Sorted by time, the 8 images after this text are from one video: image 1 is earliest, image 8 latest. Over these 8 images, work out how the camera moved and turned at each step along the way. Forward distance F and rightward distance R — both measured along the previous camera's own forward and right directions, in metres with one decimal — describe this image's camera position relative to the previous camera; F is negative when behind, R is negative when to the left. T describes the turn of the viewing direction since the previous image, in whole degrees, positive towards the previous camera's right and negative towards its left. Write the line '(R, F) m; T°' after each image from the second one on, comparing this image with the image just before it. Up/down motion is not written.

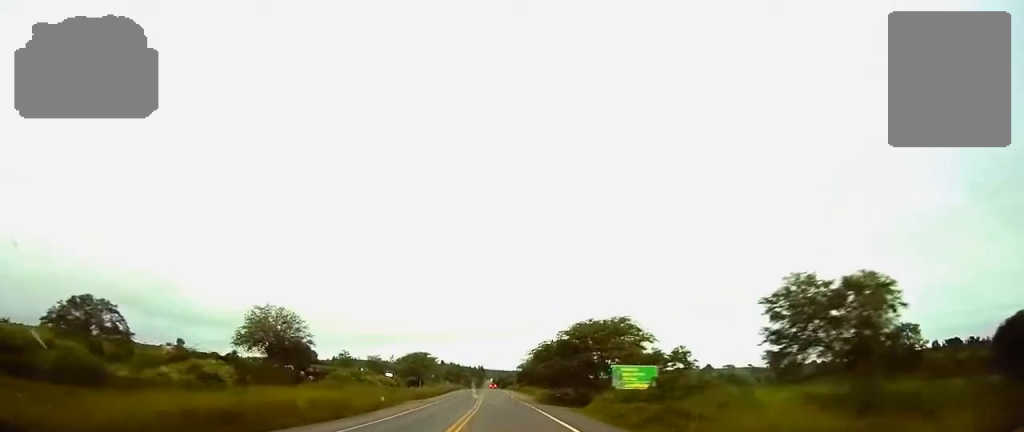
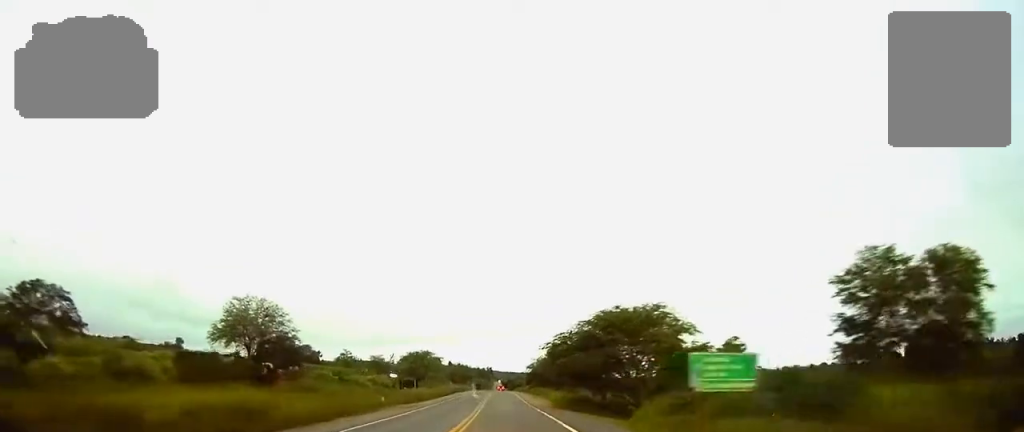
(-0.1, +11.8) m; -1°
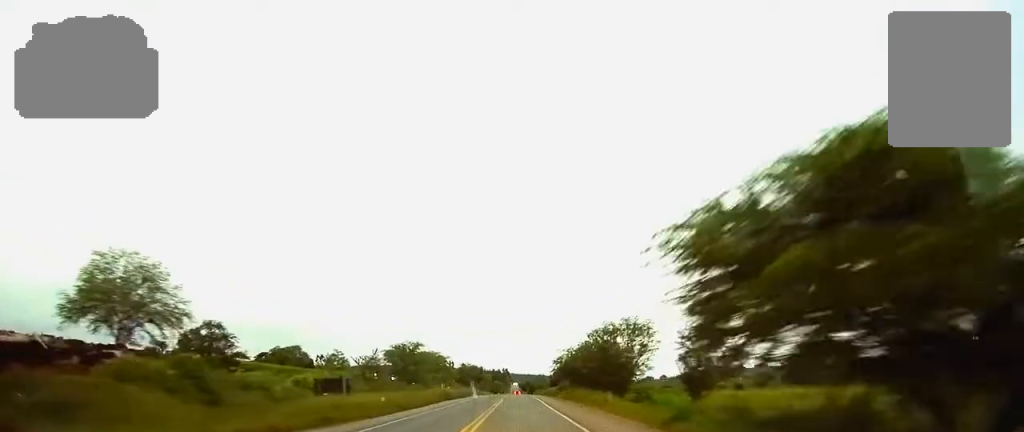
(-0.6, +37.8) m; -1°
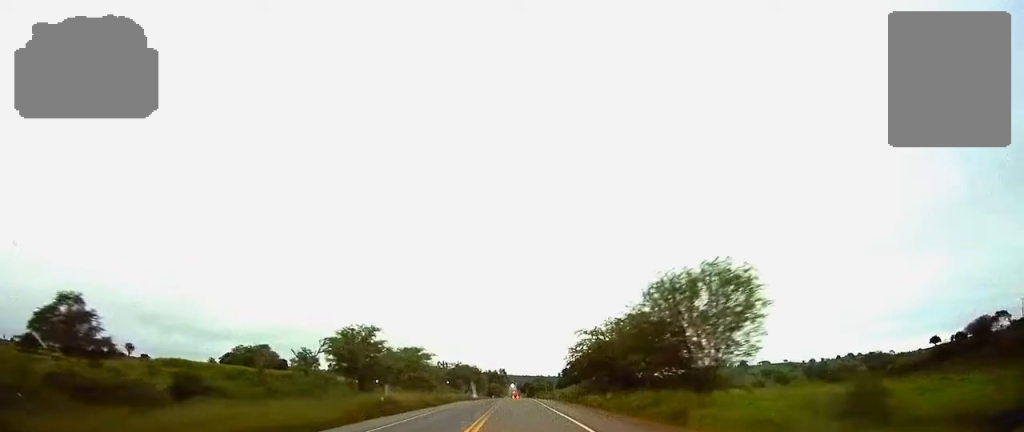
(+0.2, +33.0) m; +1°
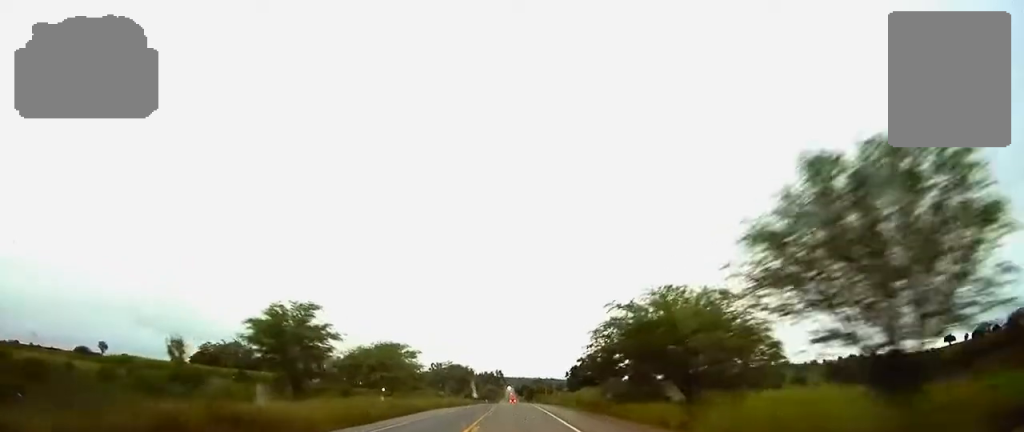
(0.0, +22.6) m; 0°
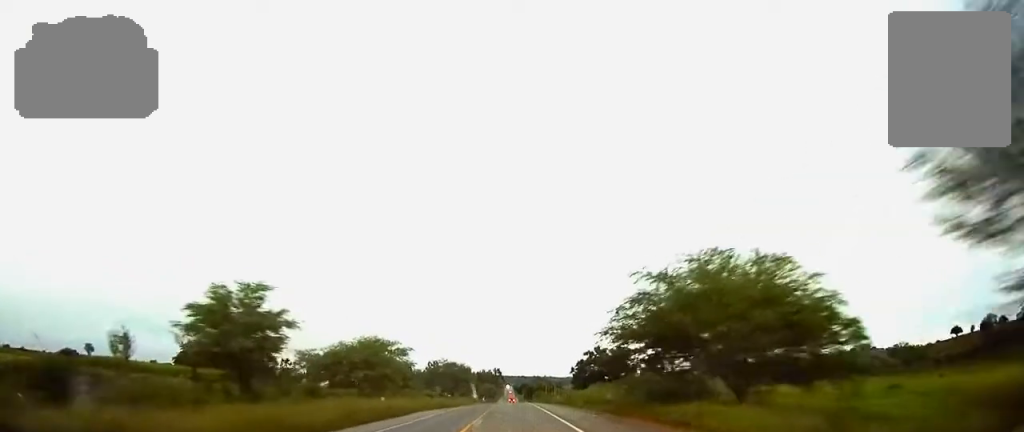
(0.0, +10.6) m; 0°
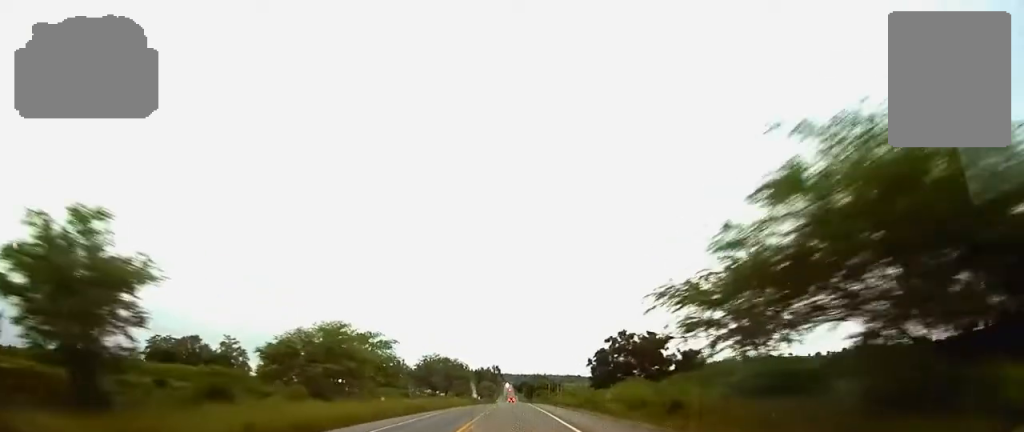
(+0.1, +19.0) m; 0°
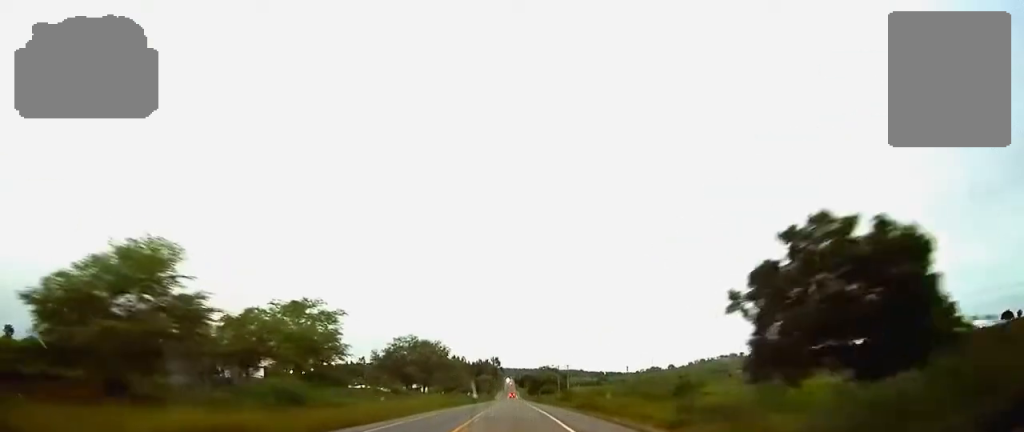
(0.0, +41.1) m; 0°
